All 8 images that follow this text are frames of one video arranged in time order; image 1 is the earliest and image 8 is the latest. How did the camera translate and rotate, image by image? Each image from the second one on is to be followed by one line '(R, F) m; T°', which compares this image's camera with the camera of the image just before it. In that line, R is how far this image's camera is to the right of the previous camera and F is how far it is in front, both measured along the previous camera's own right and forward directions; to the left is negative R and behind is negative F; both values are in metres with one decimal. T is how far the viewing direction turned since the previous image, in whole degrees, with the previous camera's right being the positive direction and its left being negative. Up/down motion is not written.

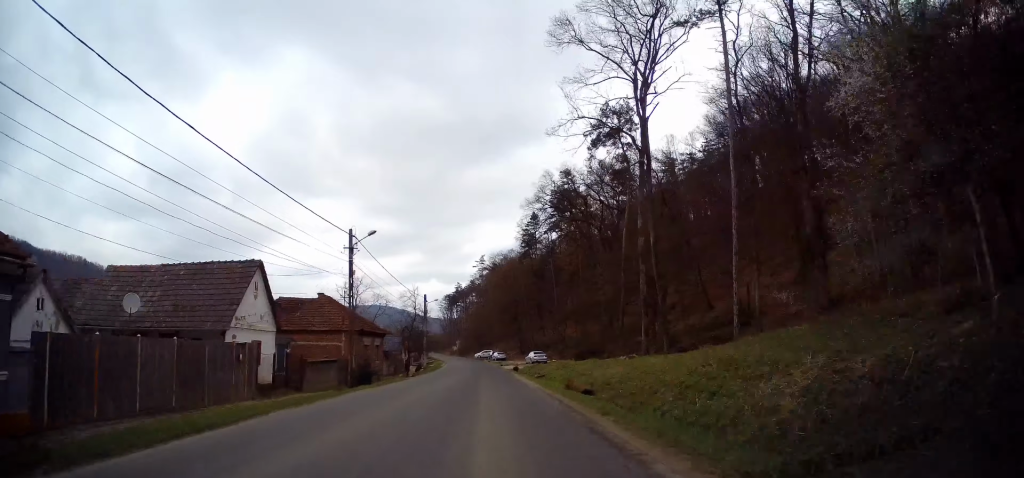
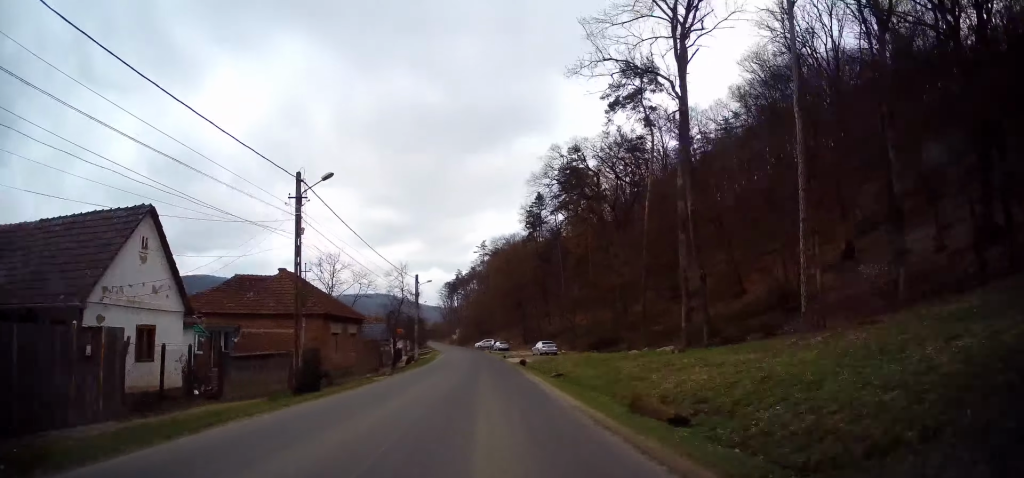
(+0.2, +8.3) m; -1°
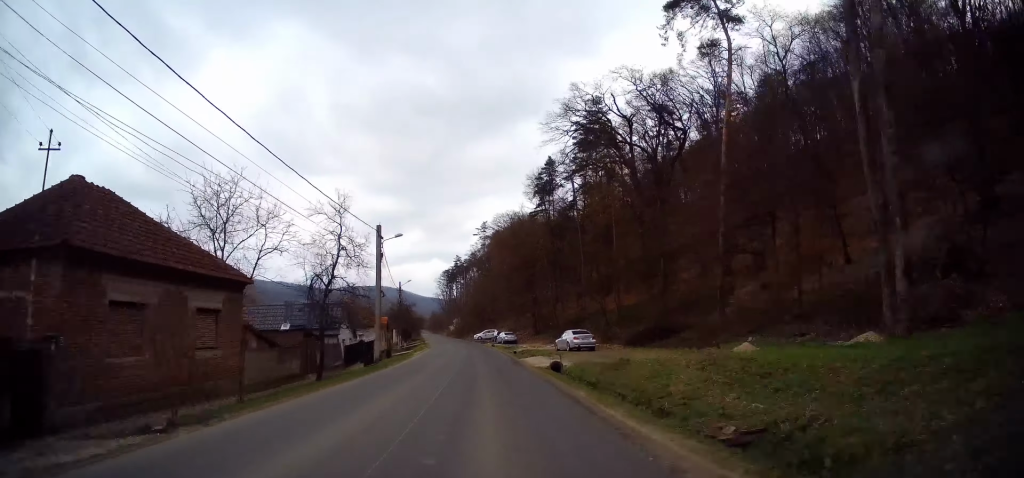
(-0.7, +19.2) m; 0°
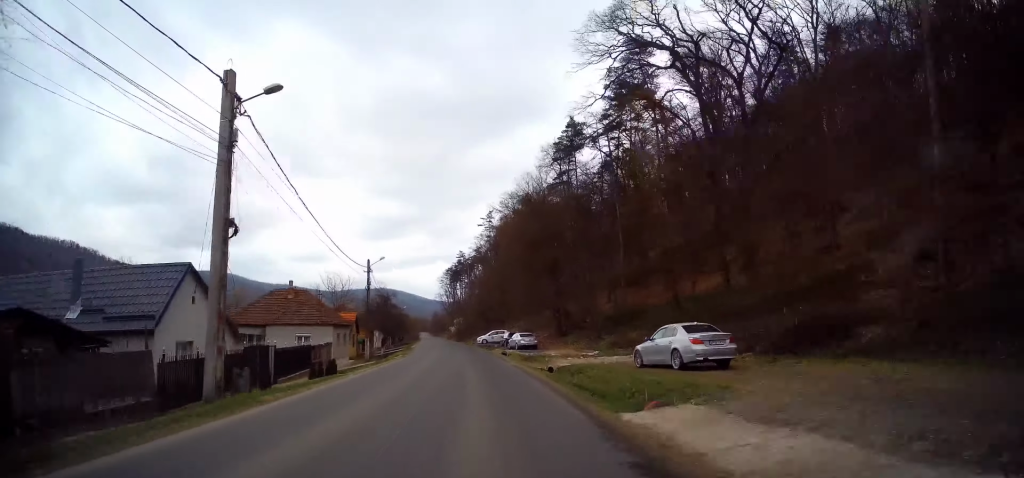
(+0.6, +20.0) m; 0°
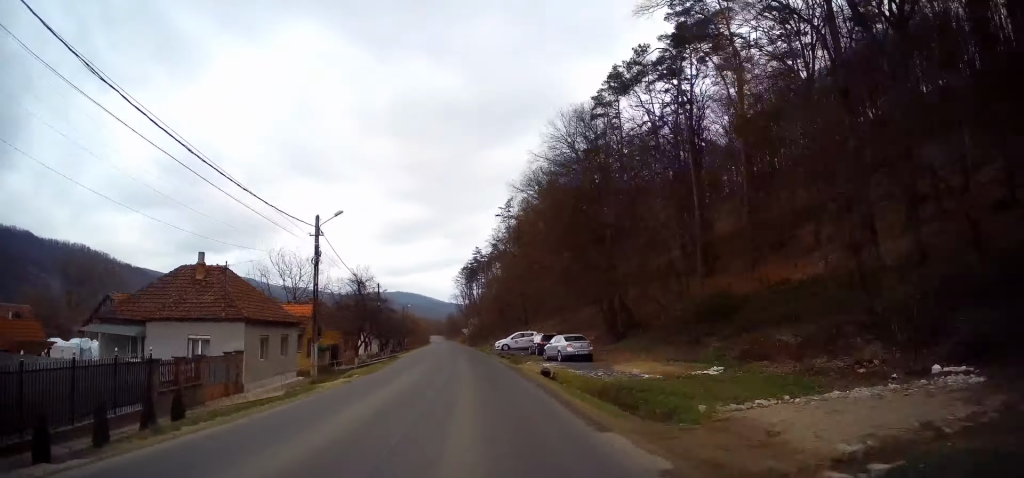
(-0.4, +17.6) m; -3°
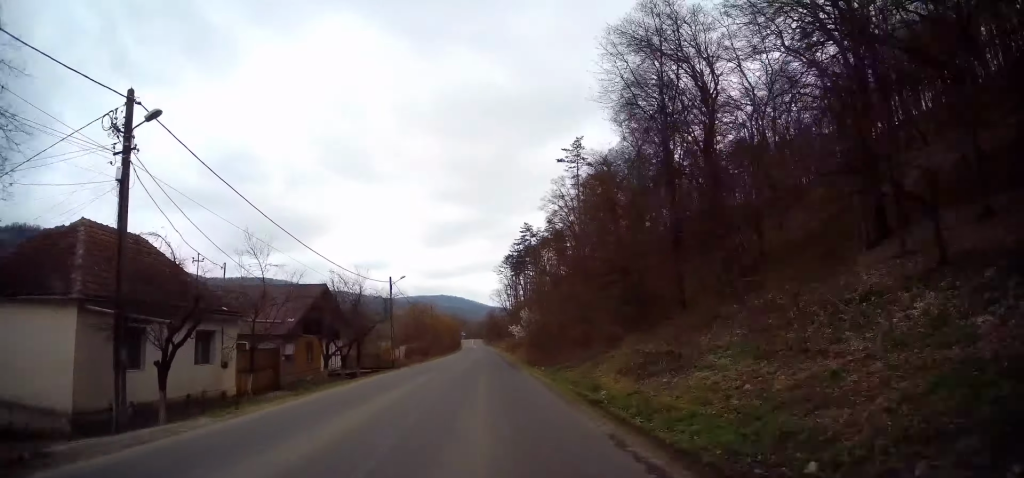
(-1.1, +48.9) m; -3°
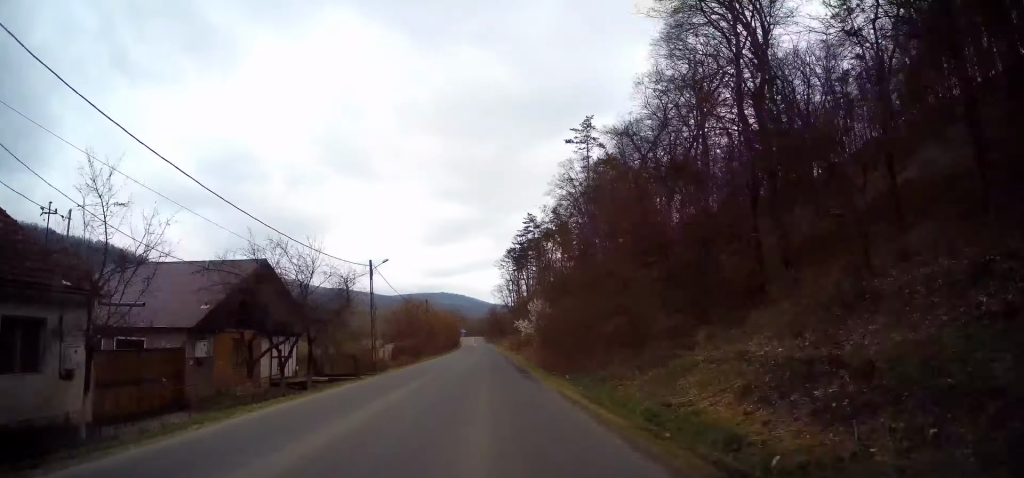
(-0.2, +8.7) m; -1°
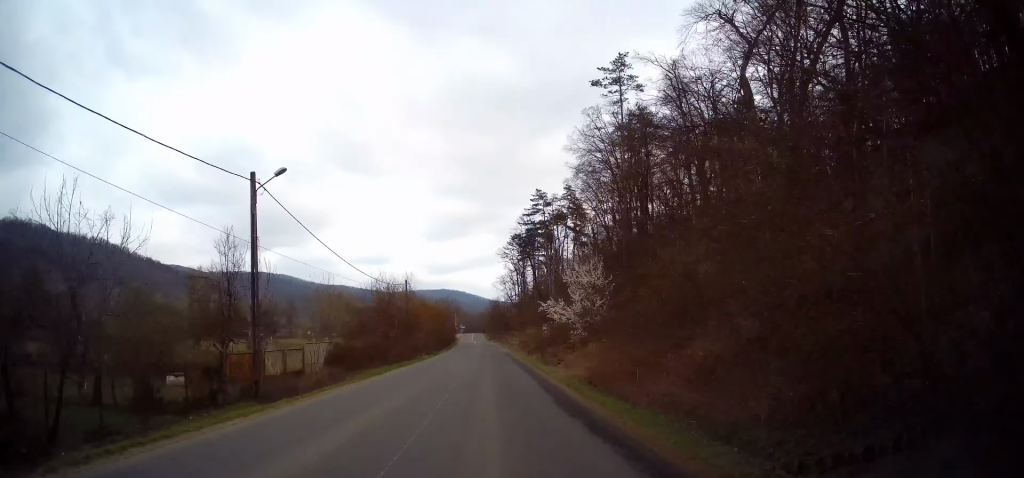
(-0.1, +20.9) m; -1°
